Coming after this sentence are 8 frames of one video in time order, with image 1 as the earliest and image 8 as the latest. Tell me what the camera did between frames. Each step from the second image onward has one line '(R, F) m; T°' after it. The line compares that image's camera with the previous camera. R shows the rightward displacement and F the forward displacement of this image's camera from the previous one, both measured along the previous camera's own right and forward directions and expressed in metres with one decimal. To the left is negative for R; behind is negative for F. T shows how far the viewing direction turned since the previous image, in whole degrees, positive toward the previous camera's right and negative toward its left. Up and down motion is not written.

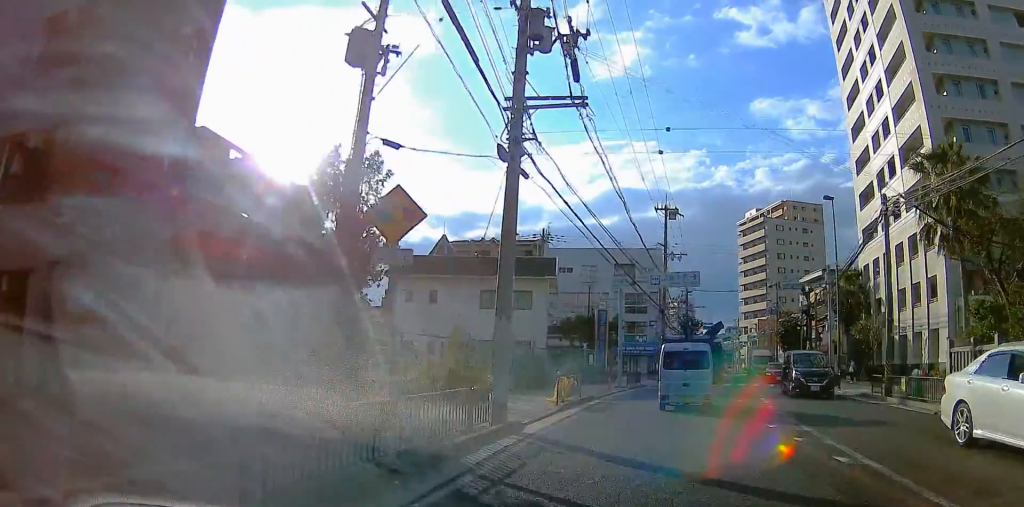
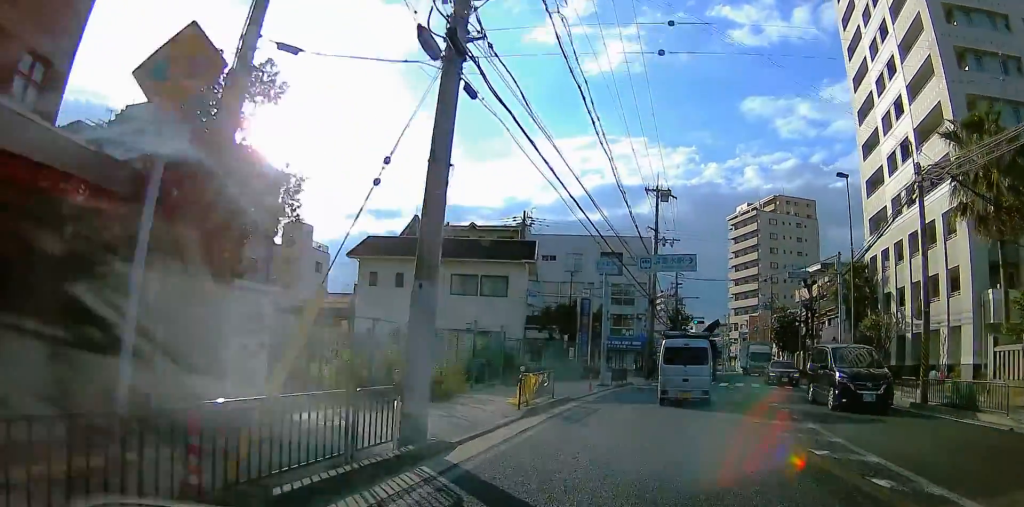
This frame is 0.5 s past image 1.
(-0.2, +4.6) m; +5°
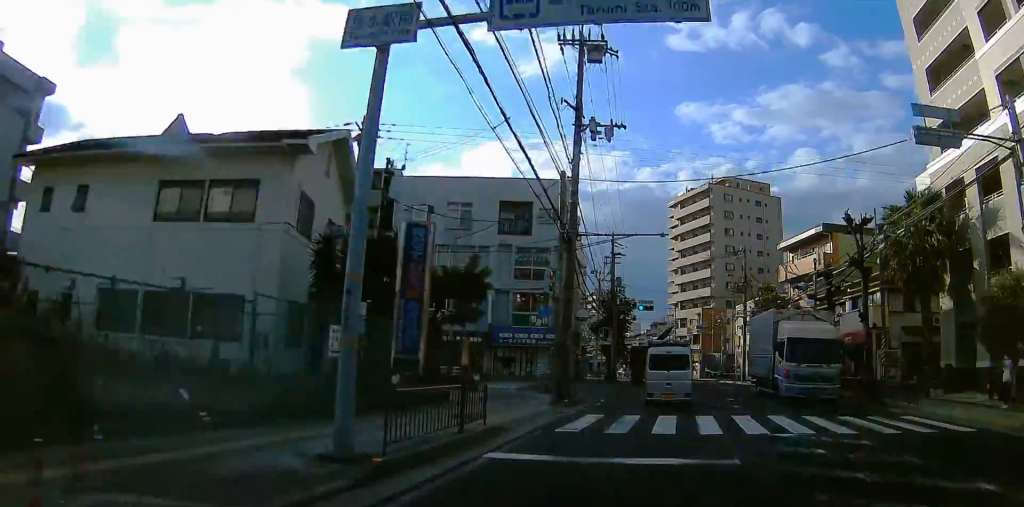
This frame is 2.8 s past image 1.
(+3.5, +22.0) m; +12°
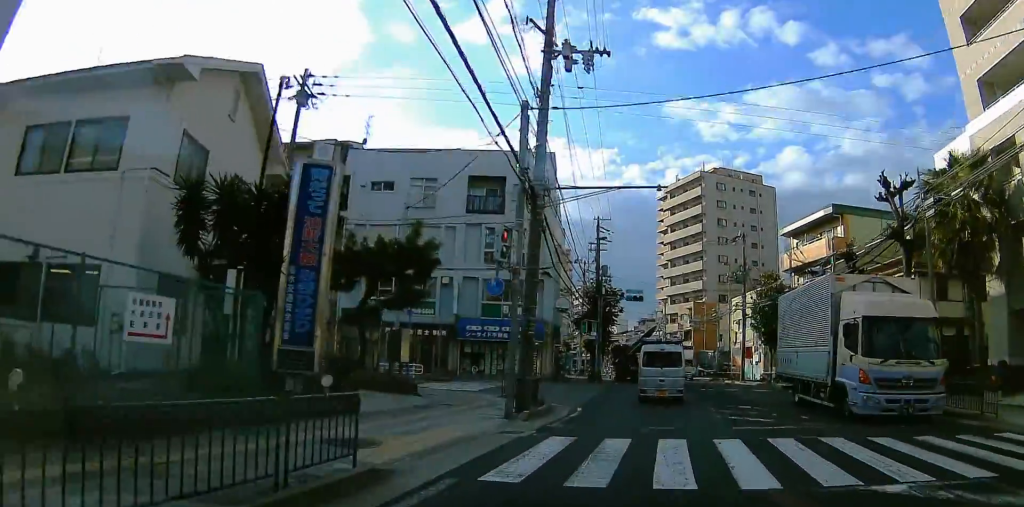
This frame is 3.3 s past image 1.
(+0.2, +5.3) m; 0°
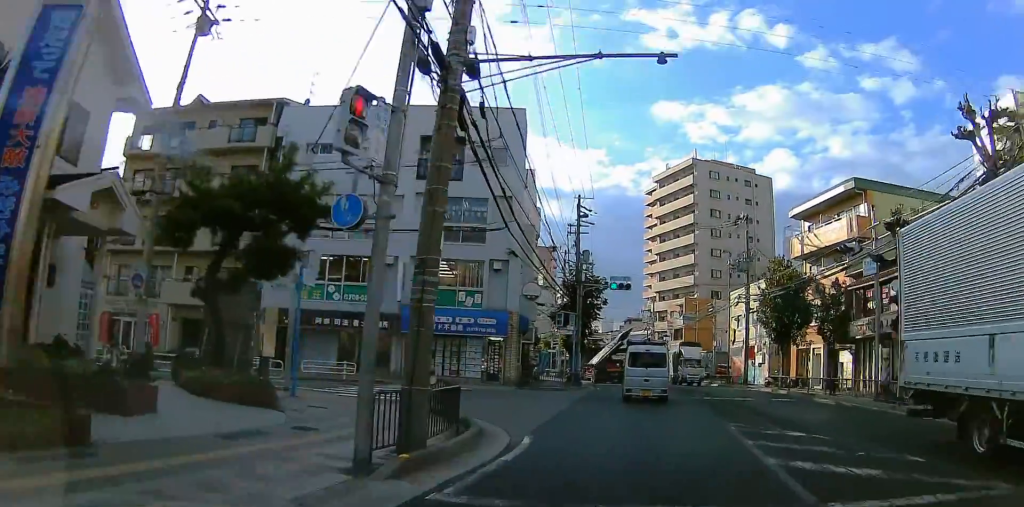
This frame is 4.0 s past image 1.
(0.0, +6.8) m; -1°
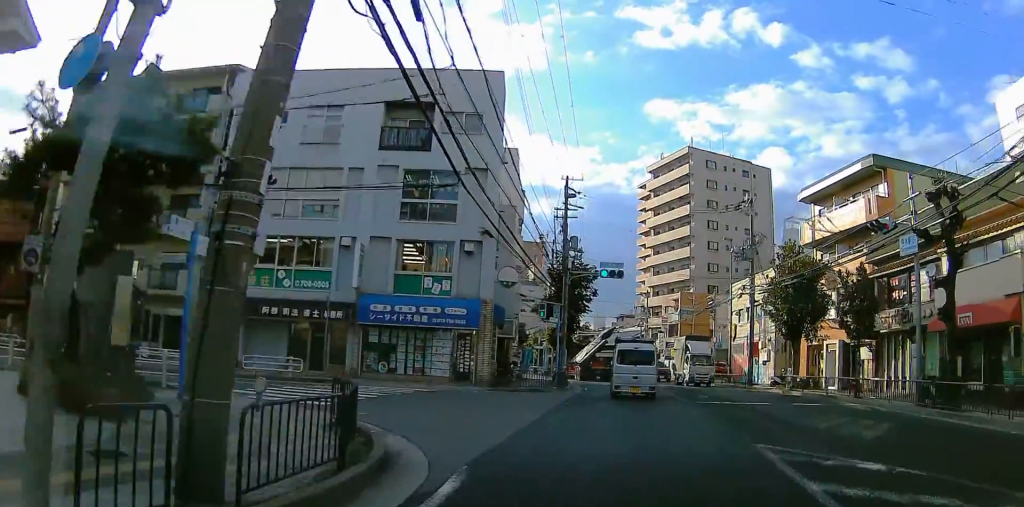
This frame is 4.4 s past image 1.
(-0.1, +4.0) m; -1°
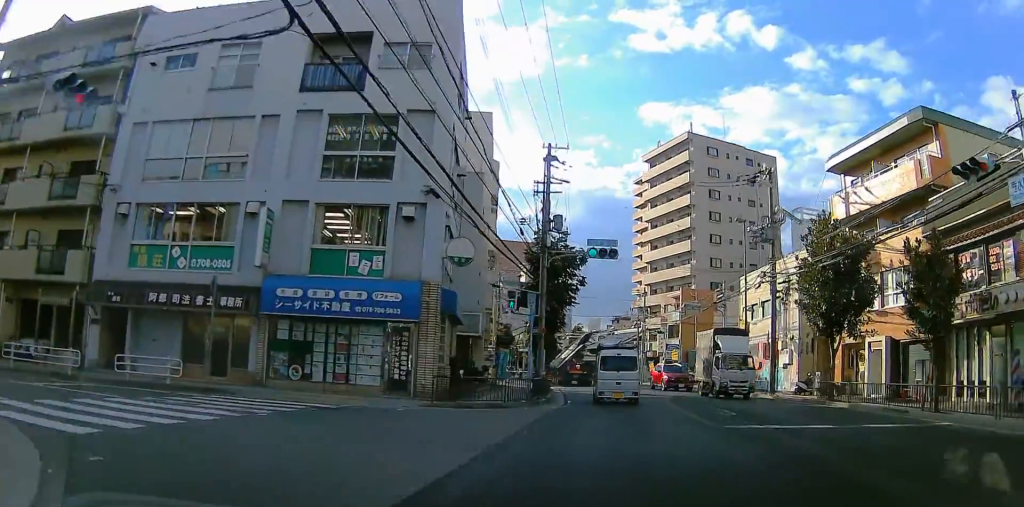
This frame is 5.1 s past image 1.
(-0.1, +6.6) m; -1°
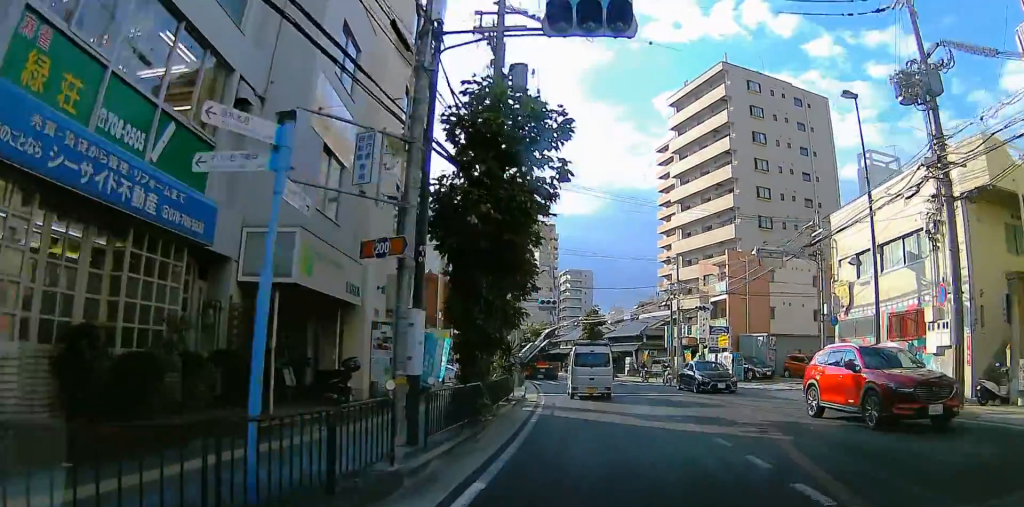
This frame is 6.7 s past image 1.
(0.0, +16.1) m; +2°
